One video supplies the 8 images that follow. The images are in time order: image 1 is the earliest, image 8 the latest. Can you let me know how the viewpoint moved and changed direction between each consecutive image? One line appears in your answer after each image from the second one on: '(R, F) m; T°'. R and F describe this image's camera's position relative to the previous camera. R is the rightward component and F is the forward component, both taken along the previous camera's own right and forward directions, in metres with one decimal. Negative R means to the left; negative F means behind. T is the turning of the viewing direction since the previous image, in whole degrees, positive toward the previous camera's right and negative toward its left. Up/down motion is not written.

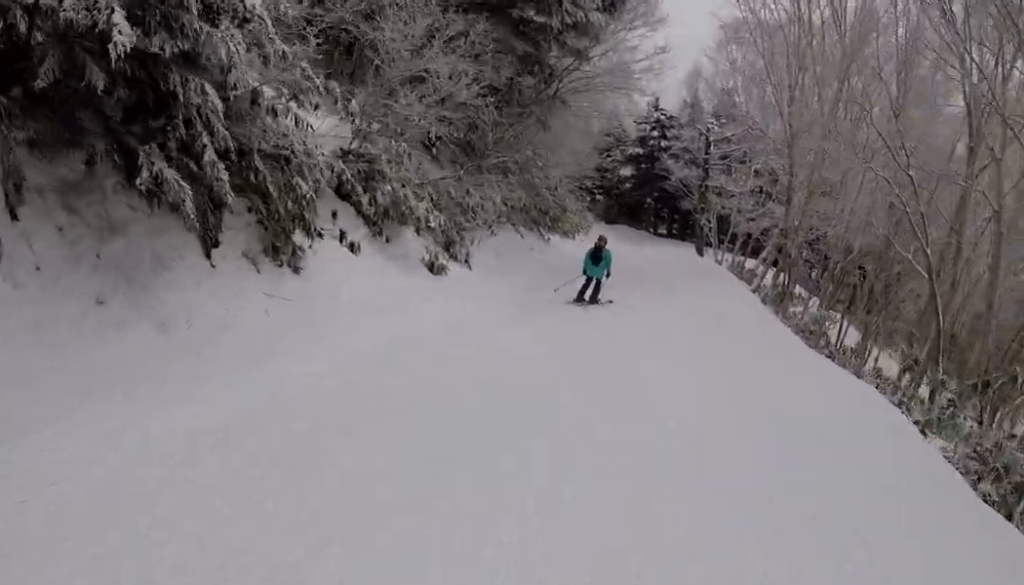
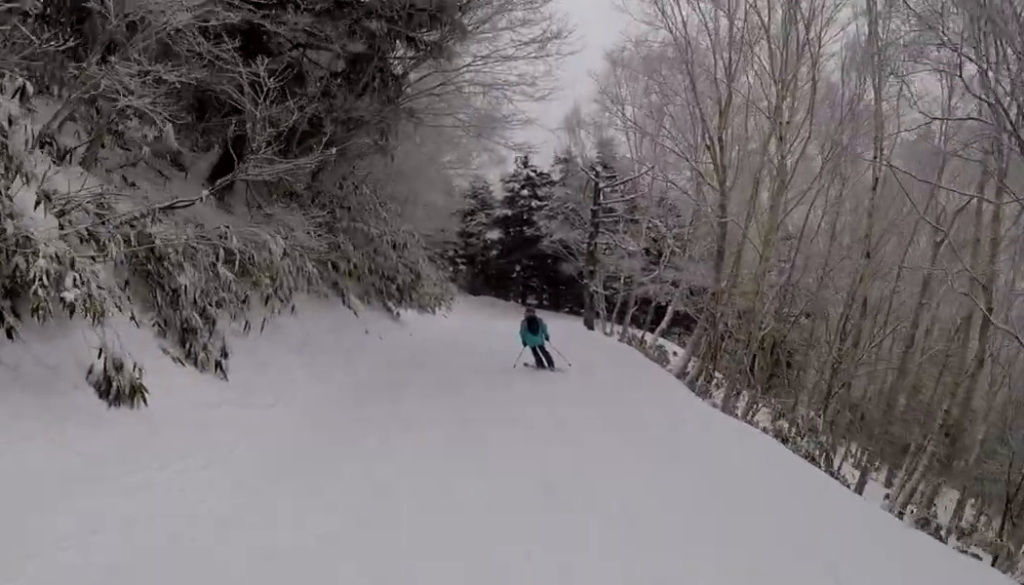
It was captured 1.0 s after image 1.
(0.0, +6.7) m; -1°
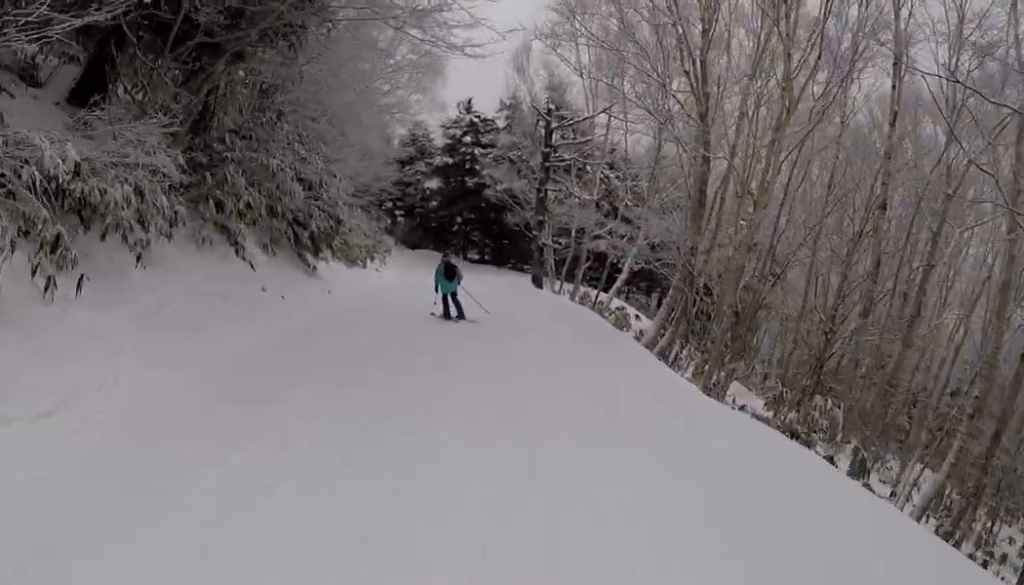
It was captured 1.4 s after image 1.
(+0.5, +3.0) m; 0°
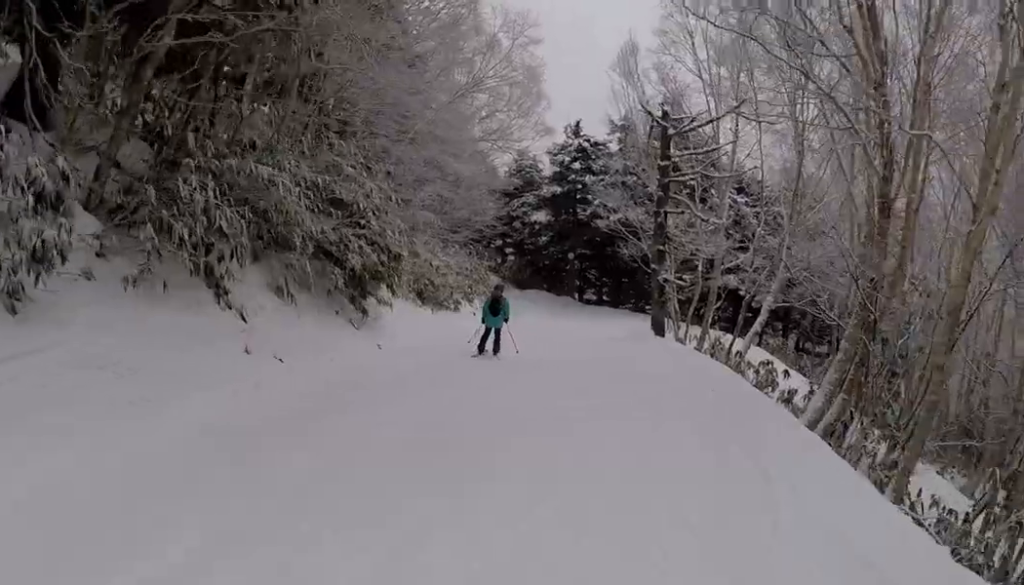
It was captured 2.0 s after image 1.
(-0.5, +3.8) m; -4°
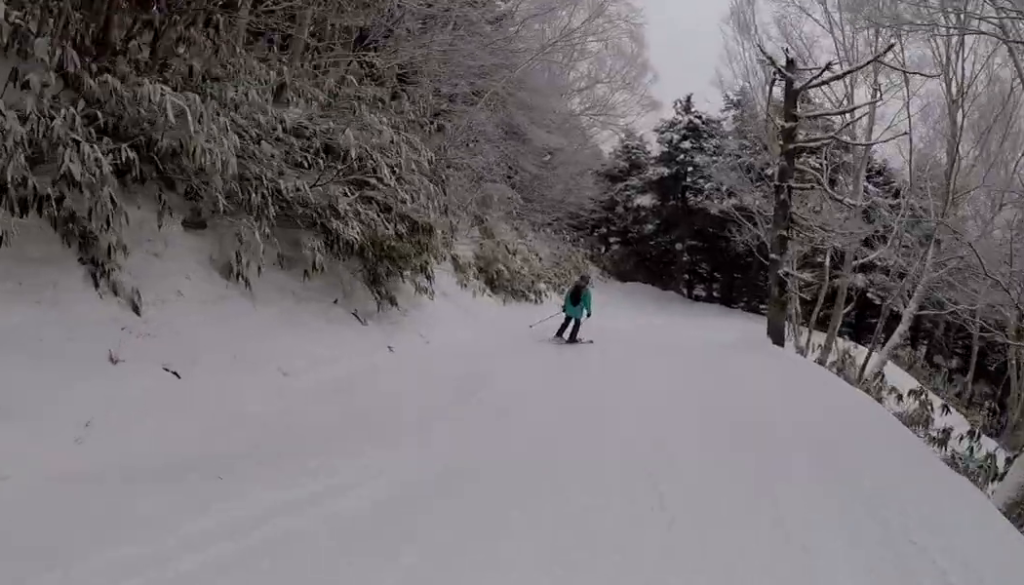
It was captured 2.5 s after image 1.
(-0.3, +3.5) m; -4°
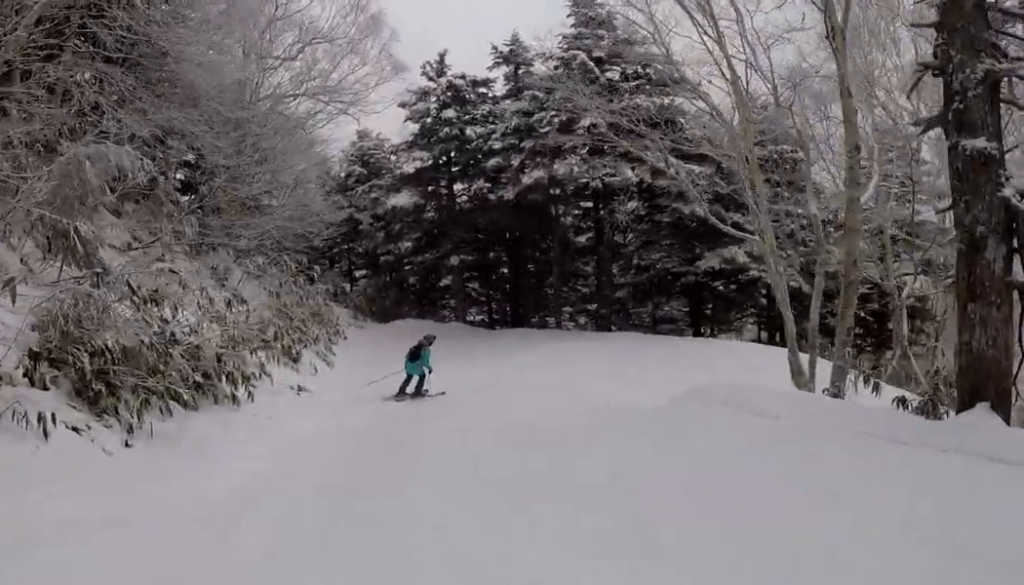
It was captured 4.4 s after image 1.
(+1.8, +11.3) m; +10°
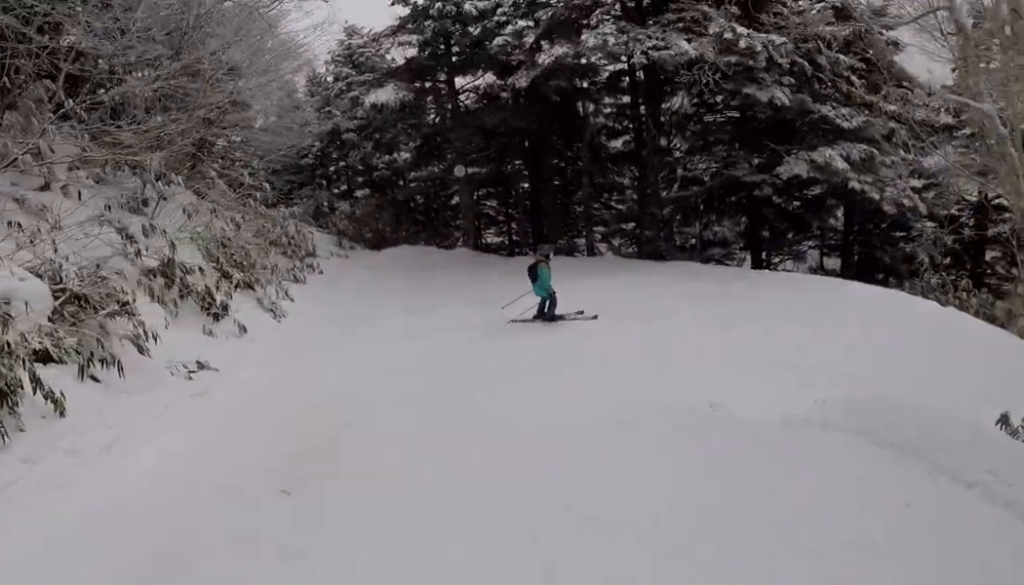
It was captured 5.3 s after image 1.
(-0.7, +4.9) m; -2°
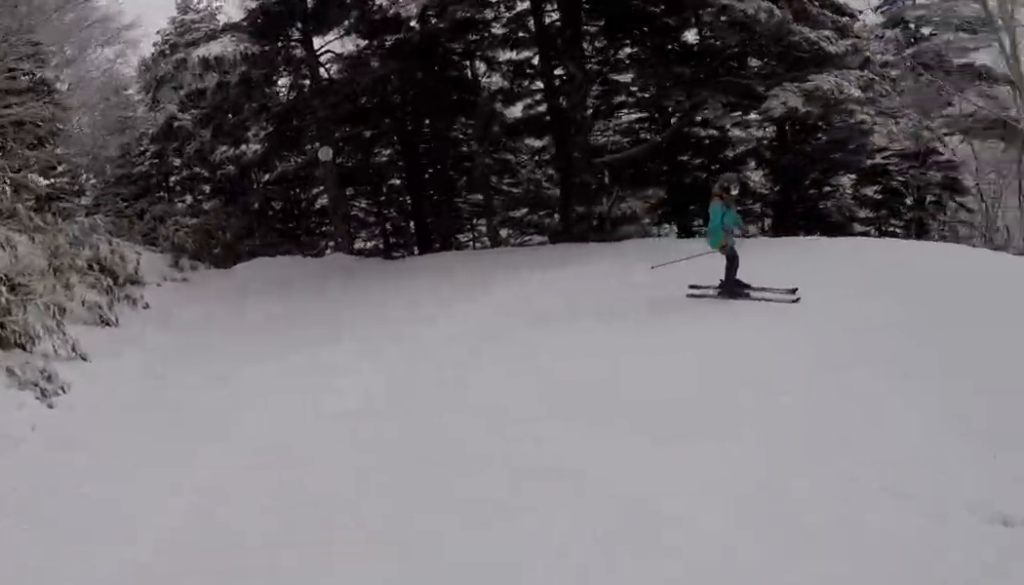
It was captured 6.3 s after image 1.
(+0.4, +4.6) m; +16°
